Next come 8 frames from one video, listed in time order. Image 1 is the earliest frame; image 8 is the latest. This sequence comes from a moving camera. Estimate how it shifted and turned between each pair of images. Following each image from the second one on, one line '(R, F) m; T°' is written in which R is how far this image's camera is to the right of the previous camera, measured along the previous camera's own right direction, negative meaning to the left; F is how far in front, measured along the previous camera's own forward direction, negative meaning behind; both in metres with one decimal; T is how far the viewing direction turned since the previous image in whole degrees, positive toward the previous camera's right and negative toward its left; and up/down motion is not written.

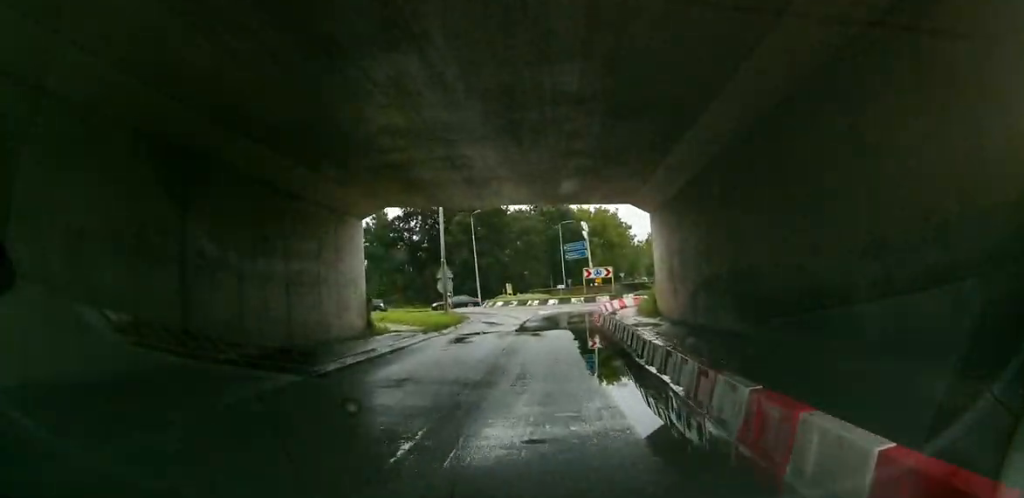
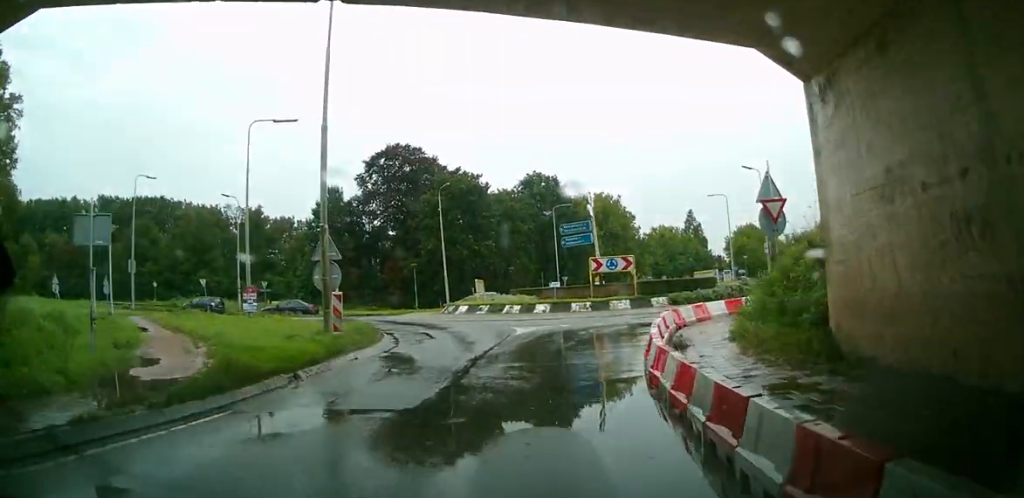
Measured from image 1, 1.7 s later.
(-0.7, +18.9) m; -1°
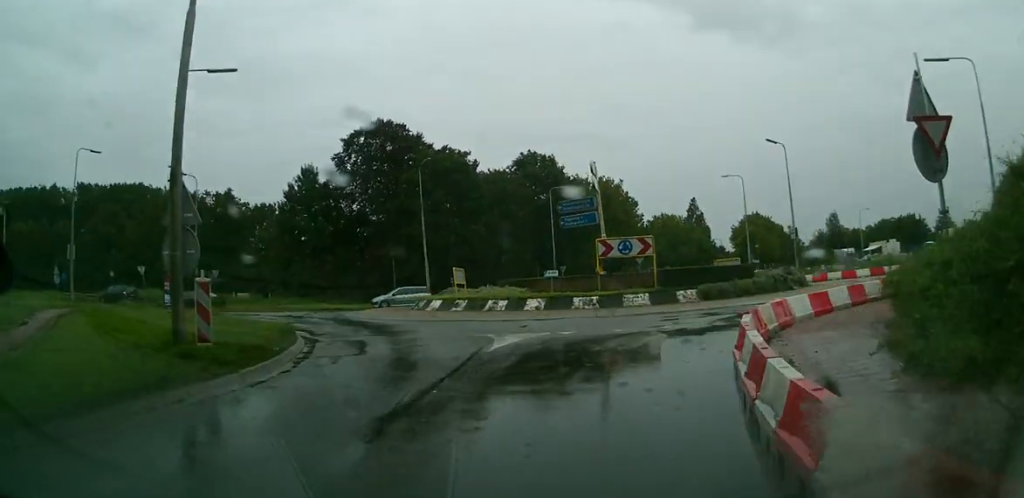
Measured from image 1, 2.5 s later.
(+0.1, +7.9) m; +2°
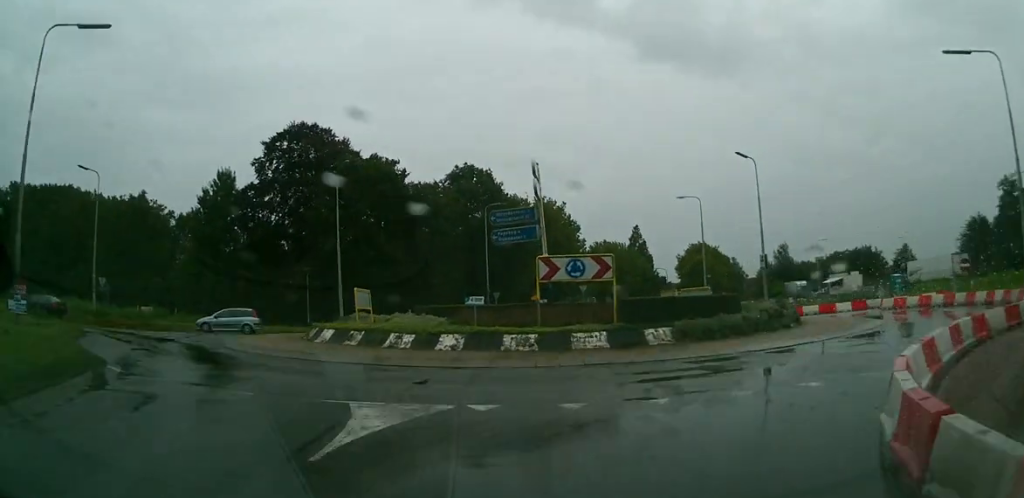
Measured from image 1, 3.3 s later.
(+0.2, +7.7) m; +5°
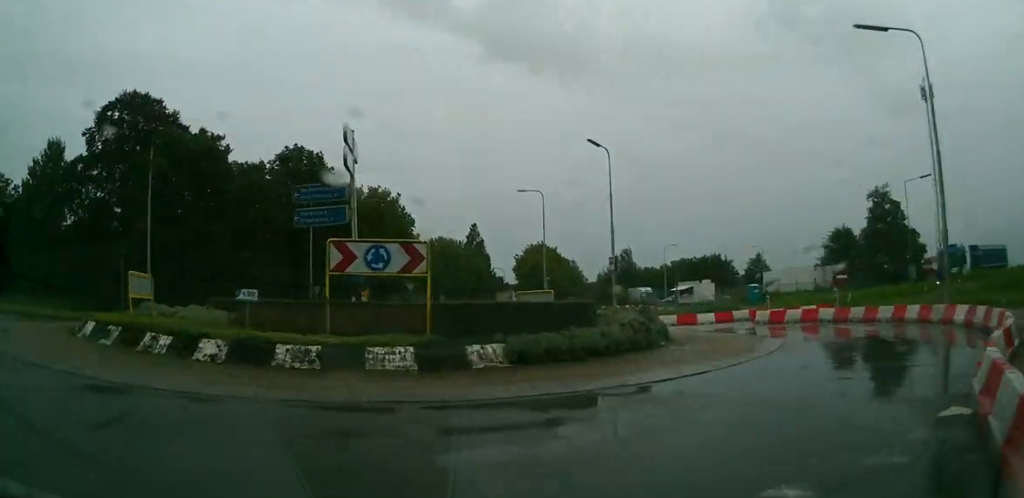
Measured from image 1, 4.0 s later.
(0.0, +6.2) m; +9°
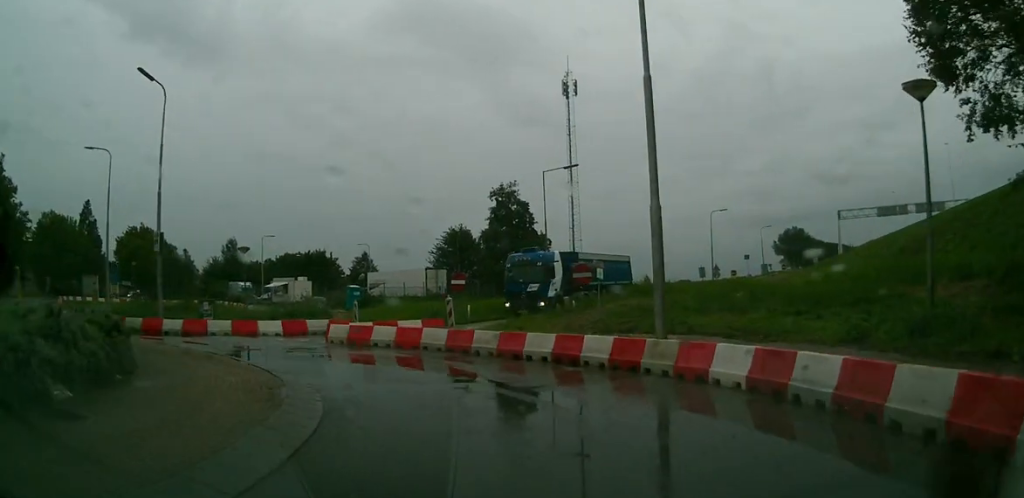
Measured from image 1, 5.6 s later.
(+3.4, +12.2) m; +22°
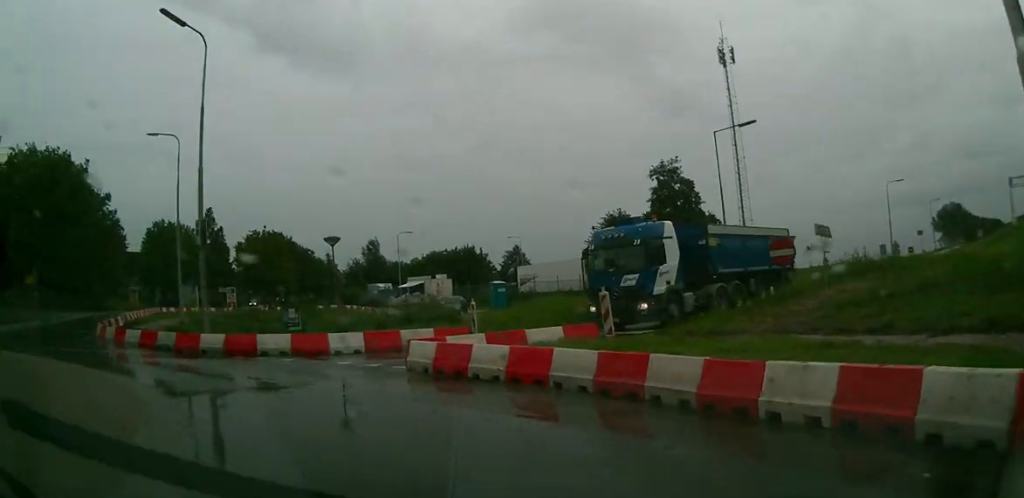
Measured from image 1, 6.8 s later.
(+0.3, +8.7) m; -11°
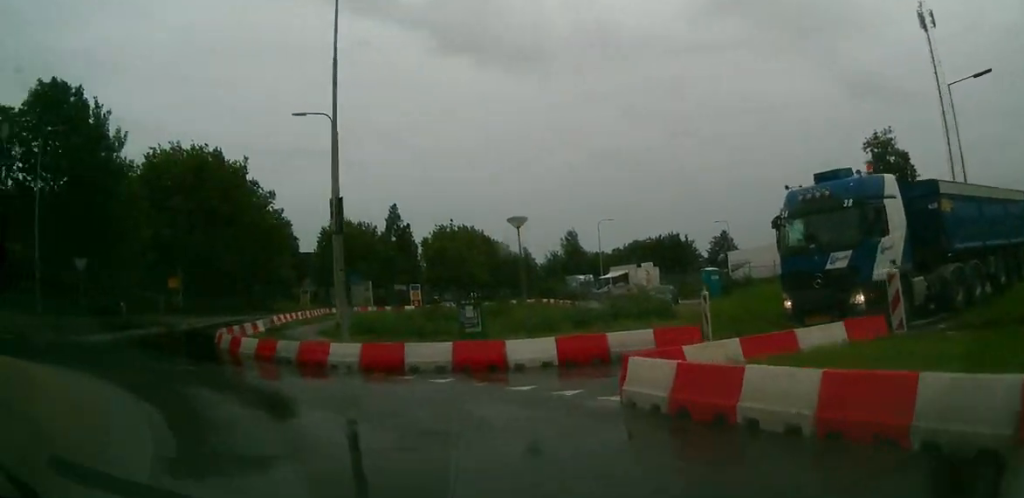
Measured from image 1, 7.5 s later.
(-0.8, +5.0) m; -14°
